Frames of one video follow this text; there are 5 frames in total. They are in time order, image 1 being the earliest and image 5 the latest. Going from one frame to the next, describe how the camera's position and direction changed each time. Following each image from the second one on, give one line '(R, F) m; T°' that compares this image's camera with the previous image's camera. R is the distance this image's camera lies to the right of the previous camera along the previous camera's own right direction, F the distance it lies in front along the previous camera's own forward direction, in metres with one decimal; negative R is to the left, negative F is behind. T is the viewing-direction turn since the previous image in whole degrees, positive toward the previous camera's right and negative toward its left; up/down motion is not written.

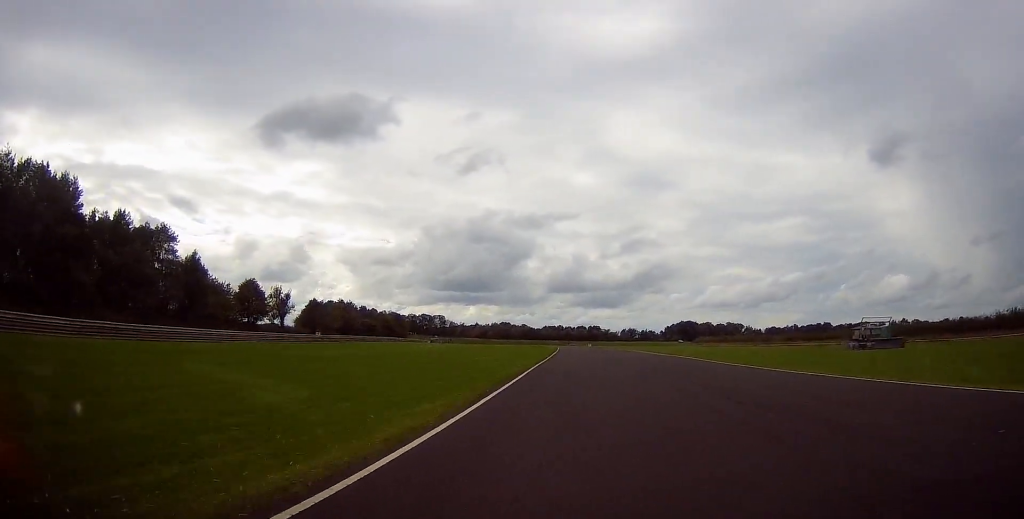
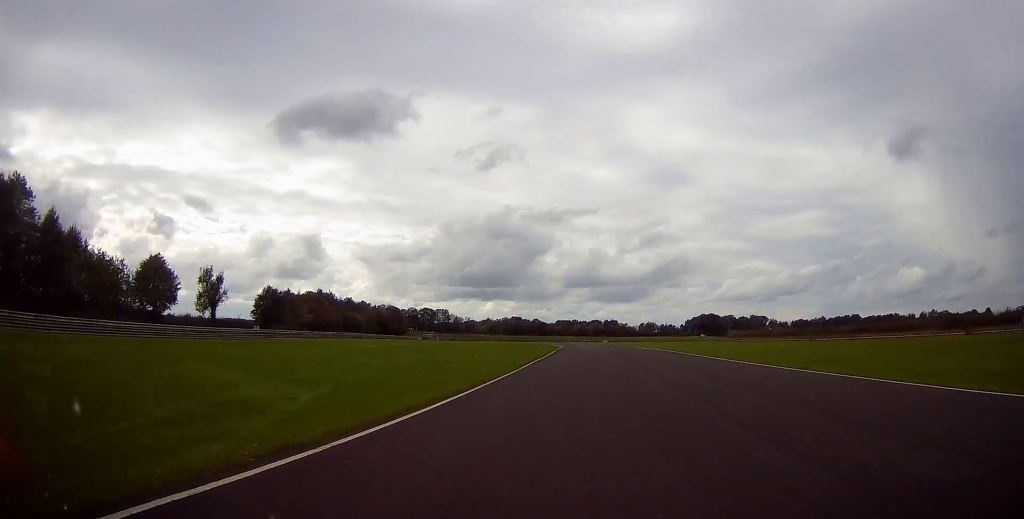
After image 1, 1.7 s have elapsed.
(0.0, +29.7) m; 0°
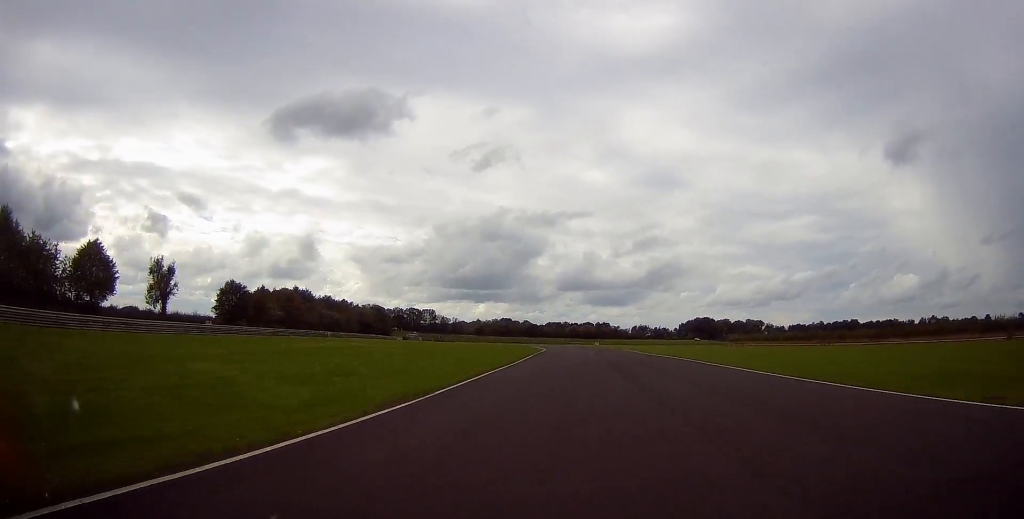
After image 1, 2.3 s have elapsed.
(+0.1, +11.4) m; 0°
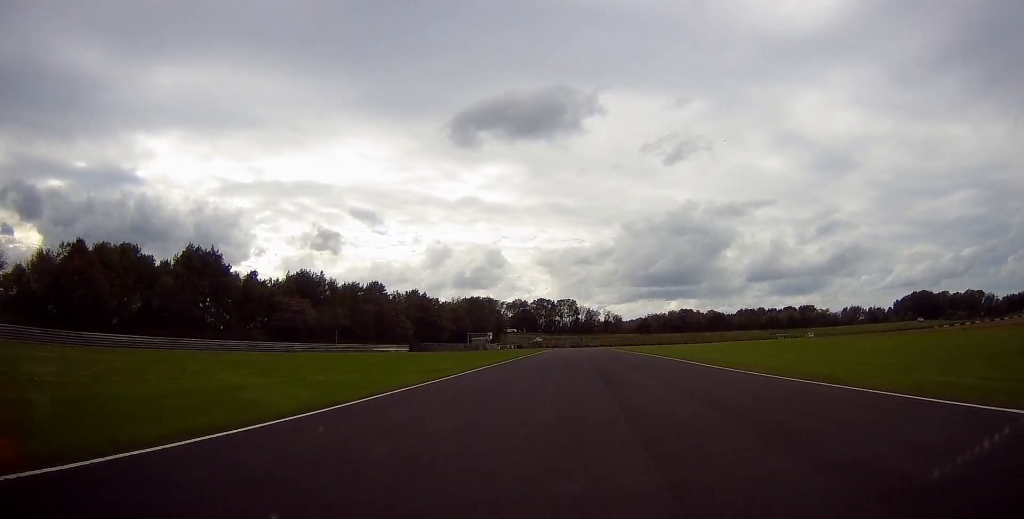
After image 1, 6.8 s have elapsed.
(-10.3, +108.3) m; -15°
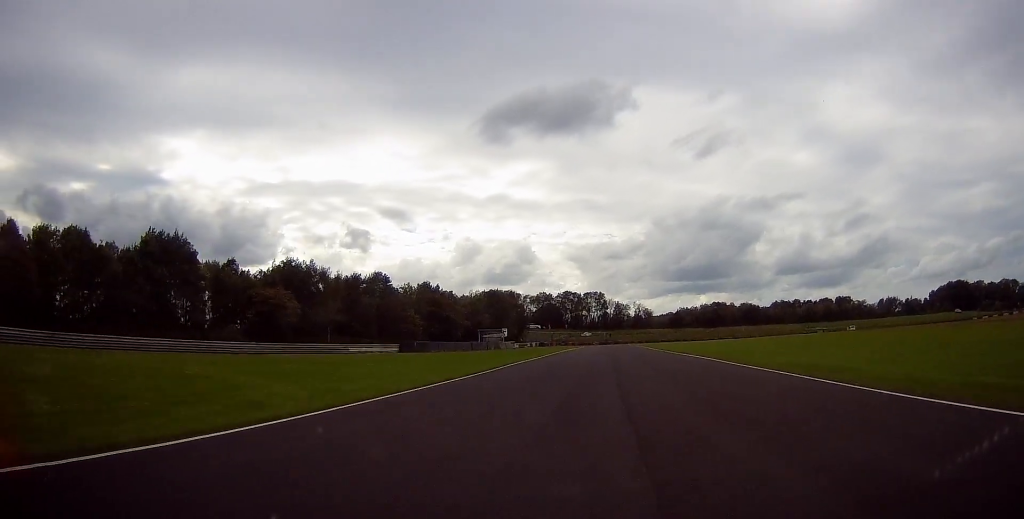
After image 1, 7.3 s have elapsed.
(-0.3, +14.8) m; -2°
